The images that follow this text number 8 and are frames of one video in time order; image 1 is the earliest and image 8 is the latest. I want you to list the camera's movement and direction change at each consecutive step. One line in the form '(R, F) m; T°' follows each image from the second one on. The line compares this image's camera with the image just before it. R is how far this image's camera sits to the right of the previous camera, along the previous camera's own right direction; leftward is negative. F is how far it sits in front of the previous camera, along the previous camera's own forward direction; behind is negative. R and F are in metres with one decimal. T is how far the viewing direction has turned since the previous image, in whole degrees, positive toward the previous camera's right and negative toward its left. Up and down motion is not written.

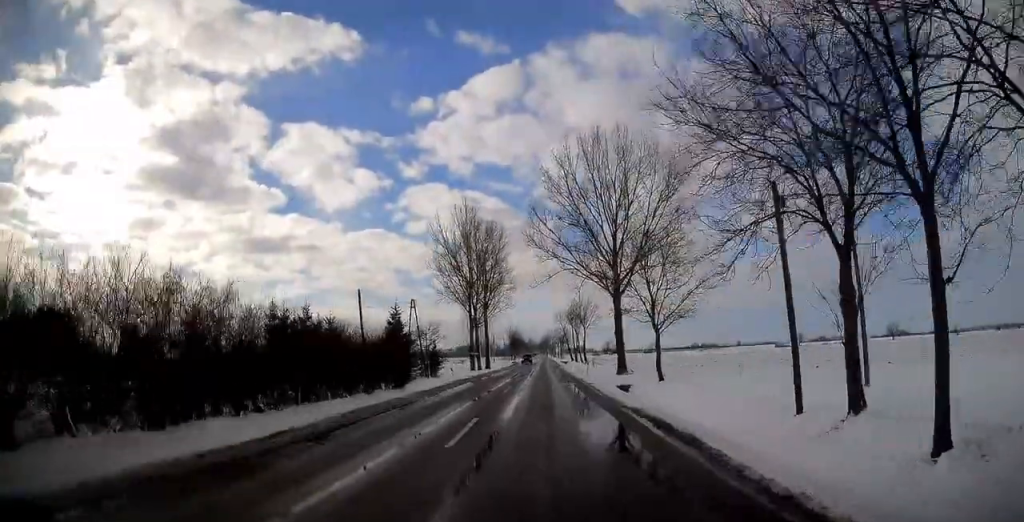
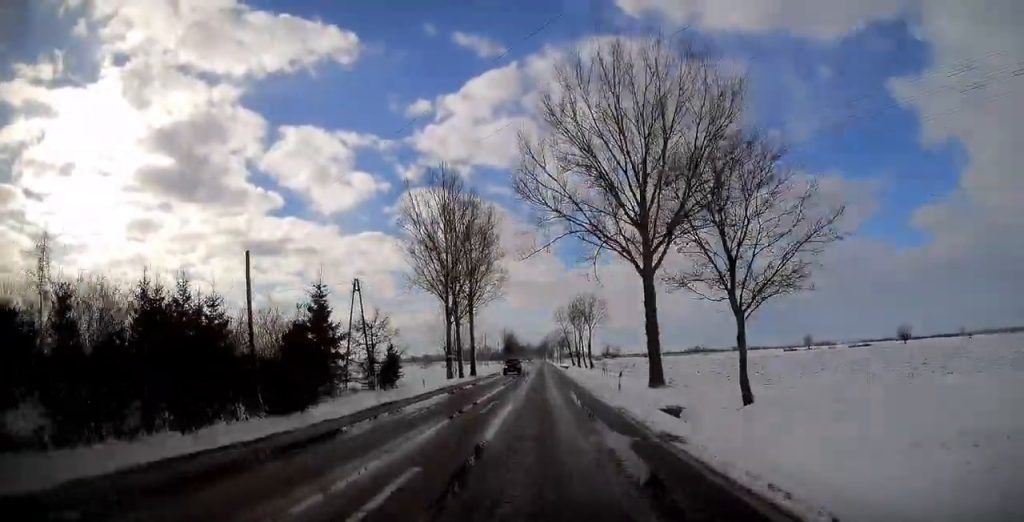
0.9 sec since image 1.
(0.0, +17.9) m; 0°
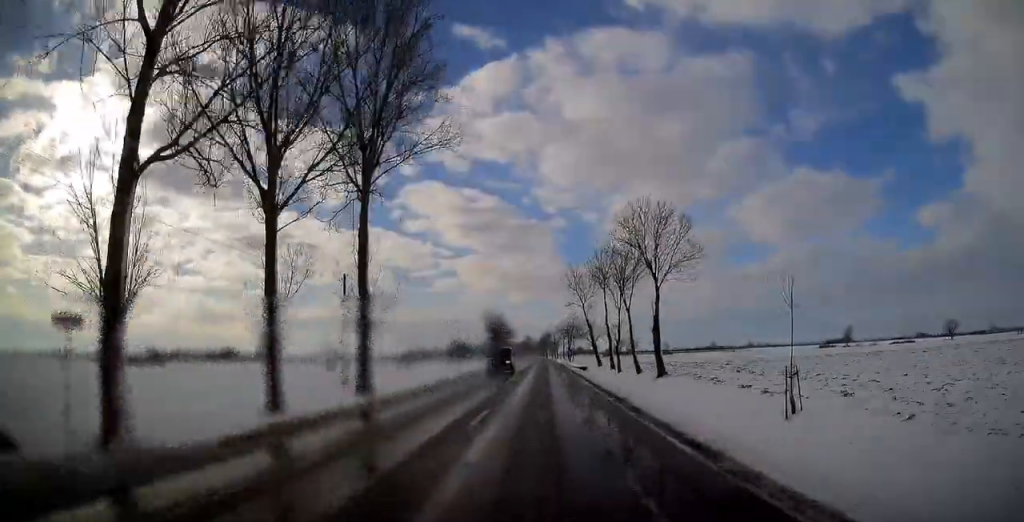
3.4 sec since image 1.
(+0.4, +52.4) m; 0°
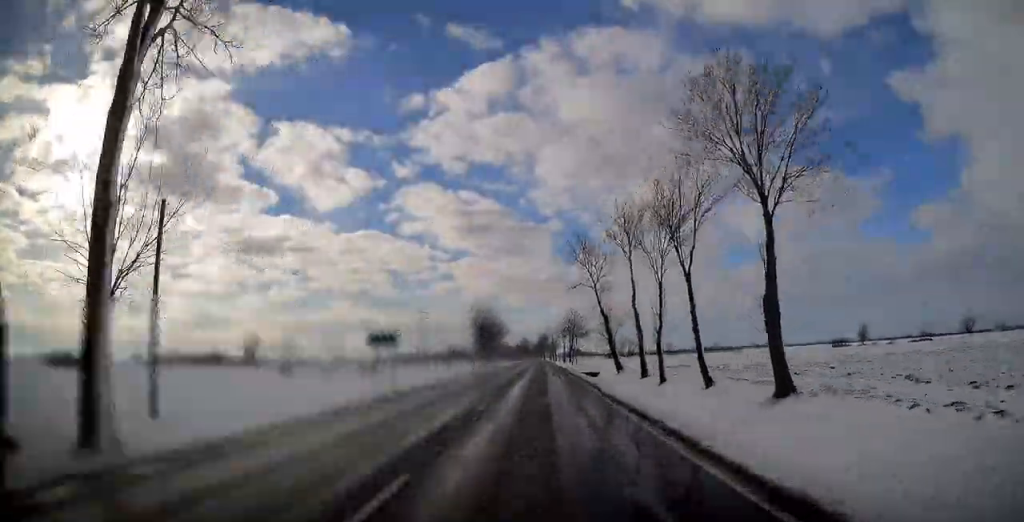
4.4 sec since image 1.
(+0.1, +20.7) m; 0°
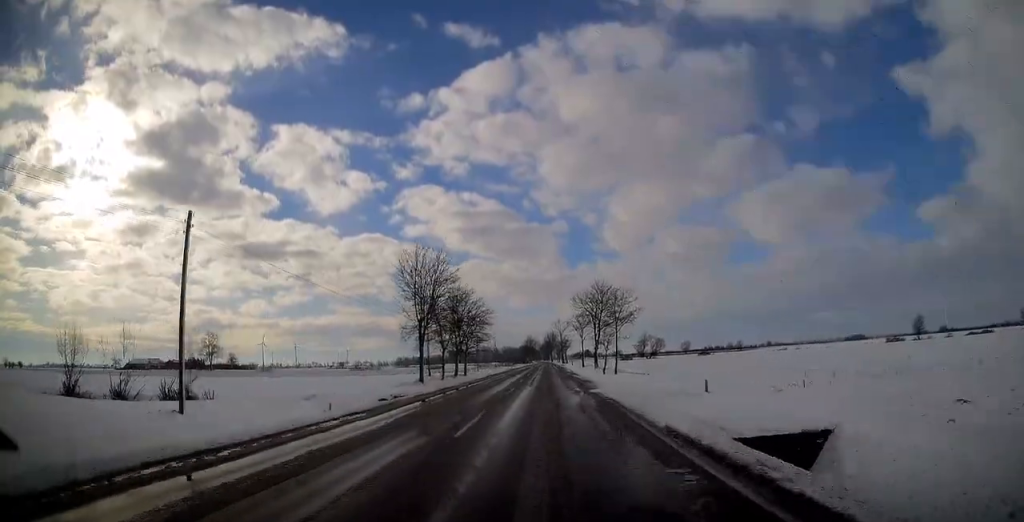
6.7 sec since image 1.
(-0.3, +48.7) m; 0°
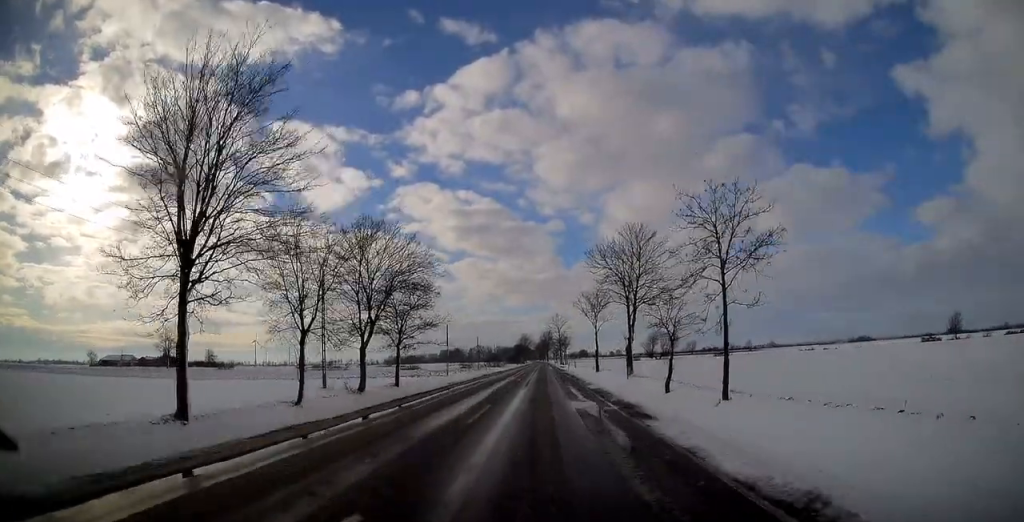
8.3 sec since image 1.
(+0.1, +32.9) m; 0°
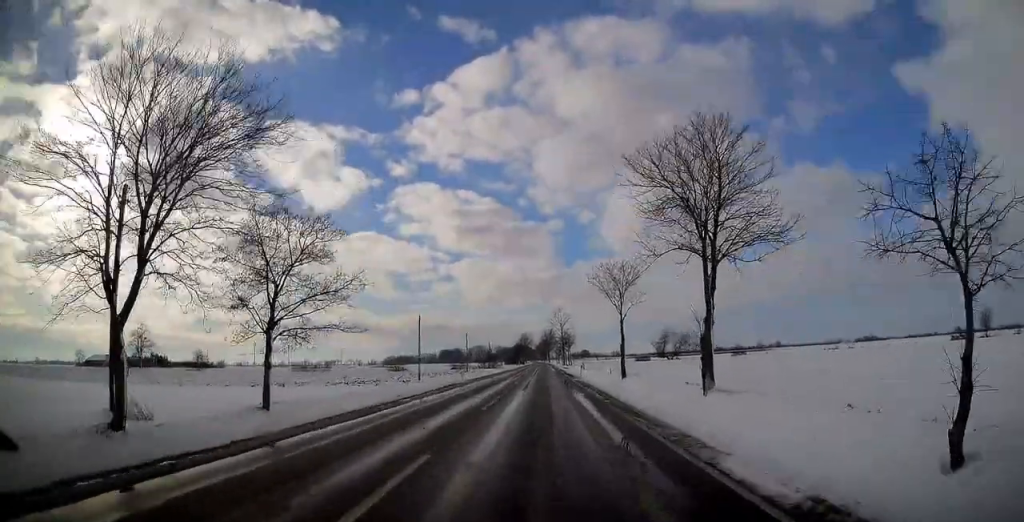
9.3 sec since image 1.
(-0.1, +20.4) m; 0°
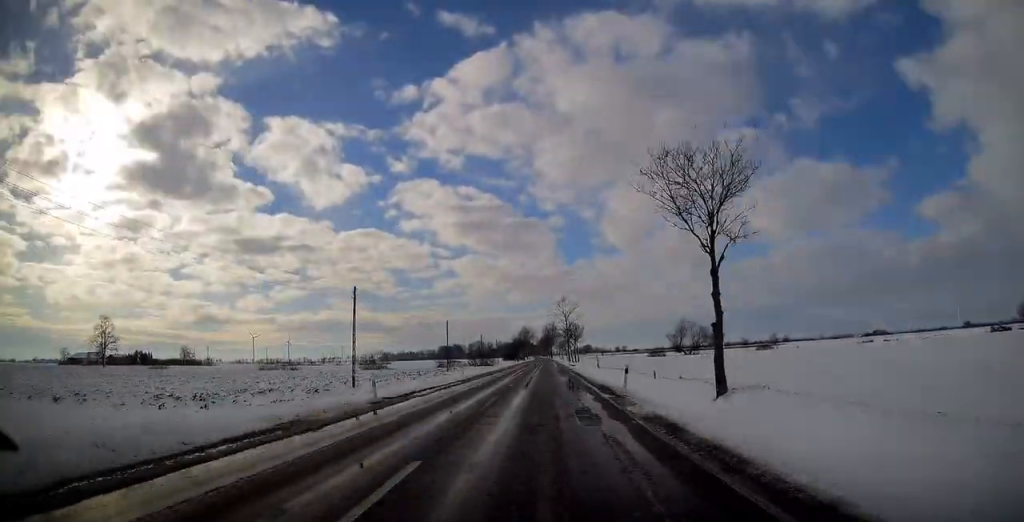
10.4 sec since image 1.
(0.0, +24.0) m; 0°
